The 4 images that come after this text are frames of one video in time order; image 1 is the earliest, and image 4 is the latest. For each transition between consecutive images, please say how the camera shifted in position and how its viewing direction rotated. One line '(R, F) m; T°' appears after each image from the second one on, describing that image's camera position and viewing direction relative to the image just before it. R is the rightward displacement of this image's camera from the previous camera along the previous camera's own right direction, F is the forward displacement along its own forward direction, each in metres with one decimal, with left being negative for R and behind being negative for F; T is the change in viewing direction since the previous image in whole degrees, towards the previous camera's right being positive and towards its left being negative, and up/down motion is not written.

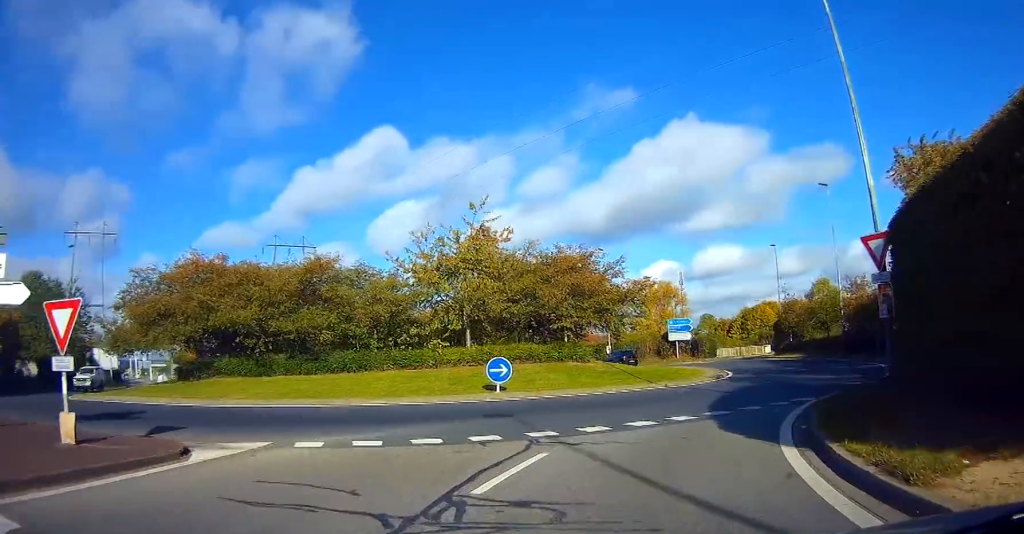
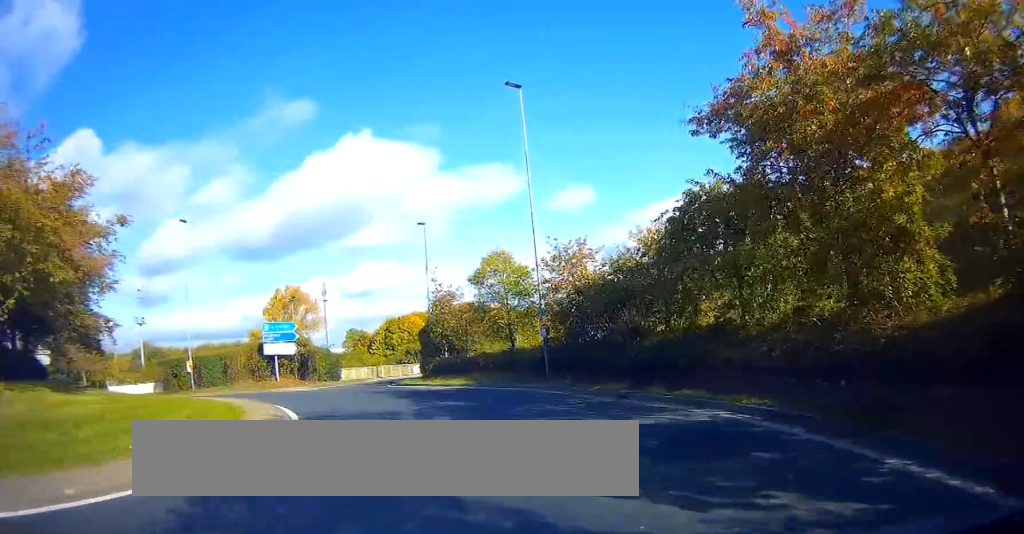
(+5.9, +20.0) m; +26°
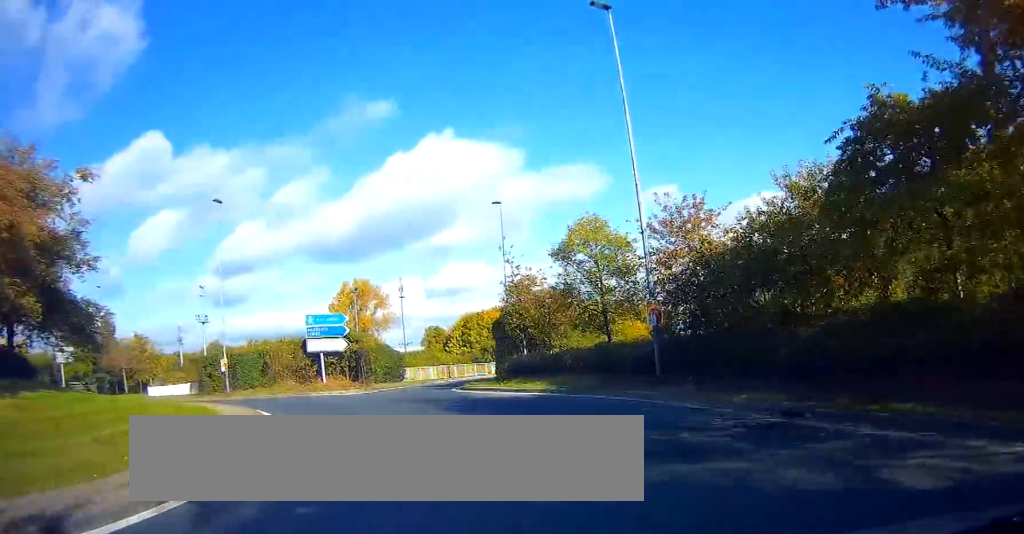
(-0.1, +6.5) m; -5°
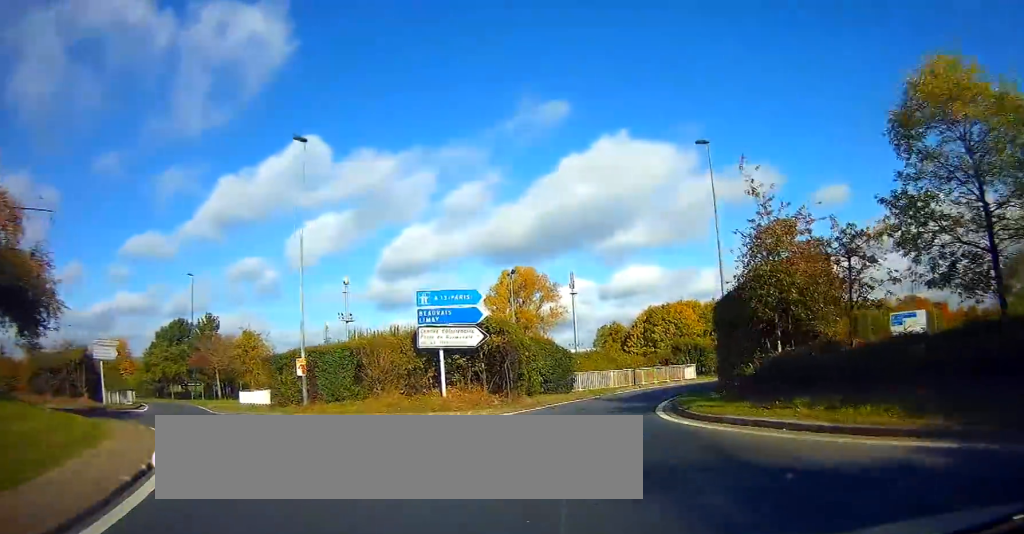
(-1.5, +12.8) m; -11°
